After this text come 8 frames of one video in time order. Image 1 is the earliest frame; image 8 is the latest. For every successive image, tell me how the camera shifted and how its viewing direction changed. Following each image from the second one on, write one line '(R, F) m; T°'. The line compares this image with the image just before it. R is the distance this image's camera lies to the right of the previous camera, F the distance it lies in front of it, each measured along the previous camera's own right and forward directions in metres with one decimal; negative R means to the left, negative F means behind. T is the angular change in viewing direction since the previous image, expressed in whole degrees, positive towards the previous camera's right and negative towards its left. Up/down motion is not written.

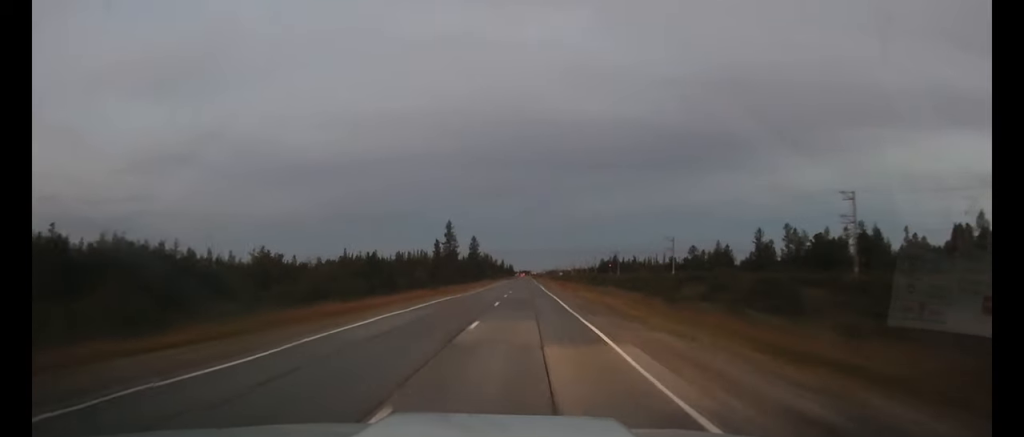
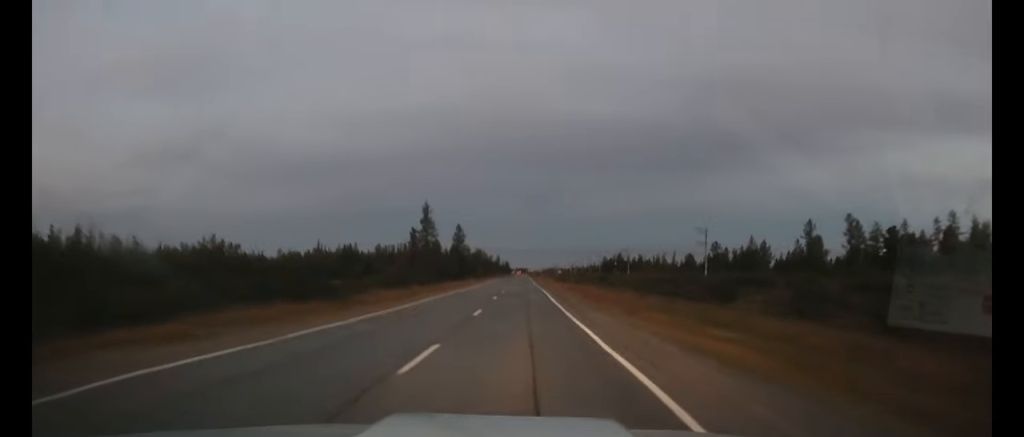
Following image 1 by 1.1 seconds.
(0.0, +30.7) m; 0°
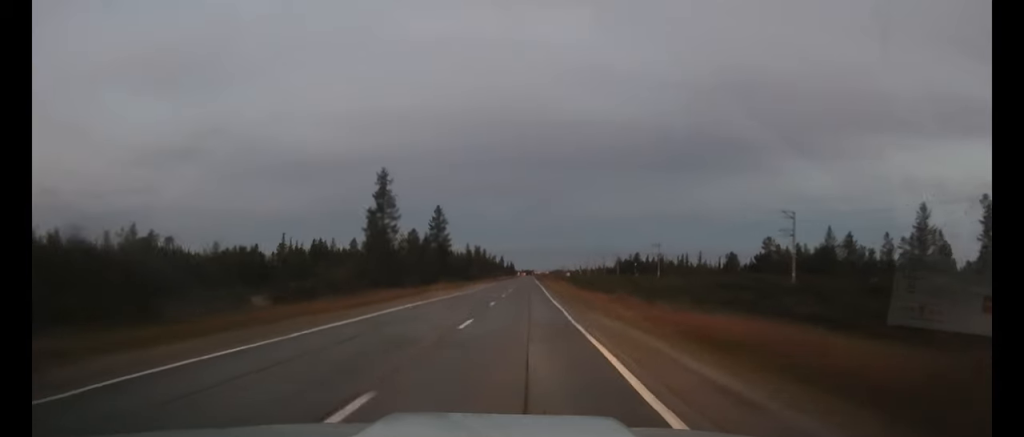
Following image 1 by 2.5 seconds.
(0.0, +40.5) m; 0°
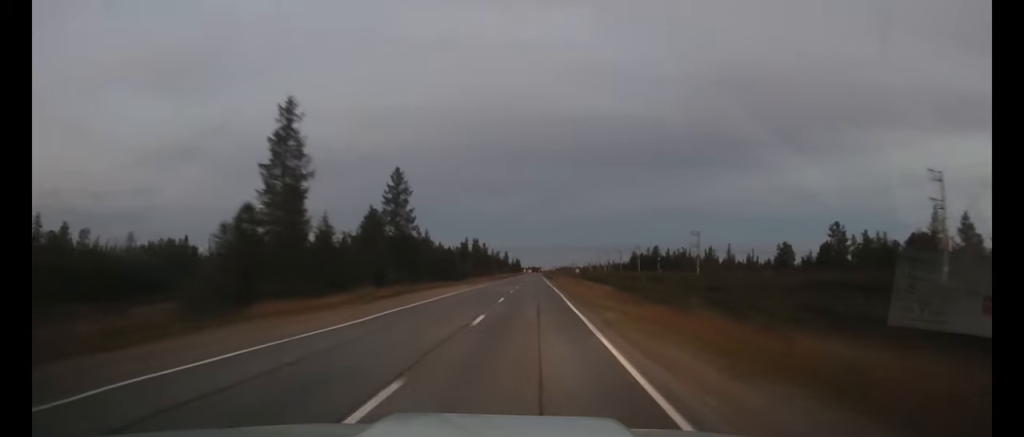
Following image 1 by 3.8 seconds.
(0.0, +35.0) m; 0°
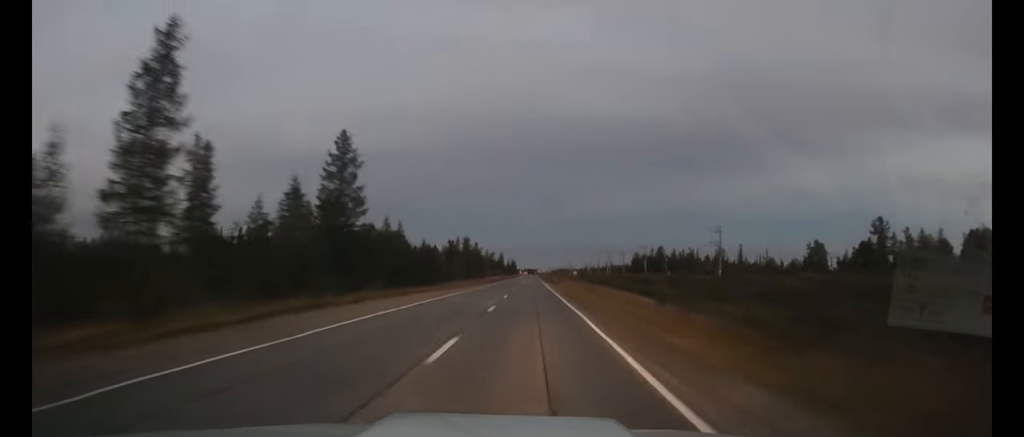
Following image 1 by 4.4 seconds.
(0.0, +19.0) m; 0°
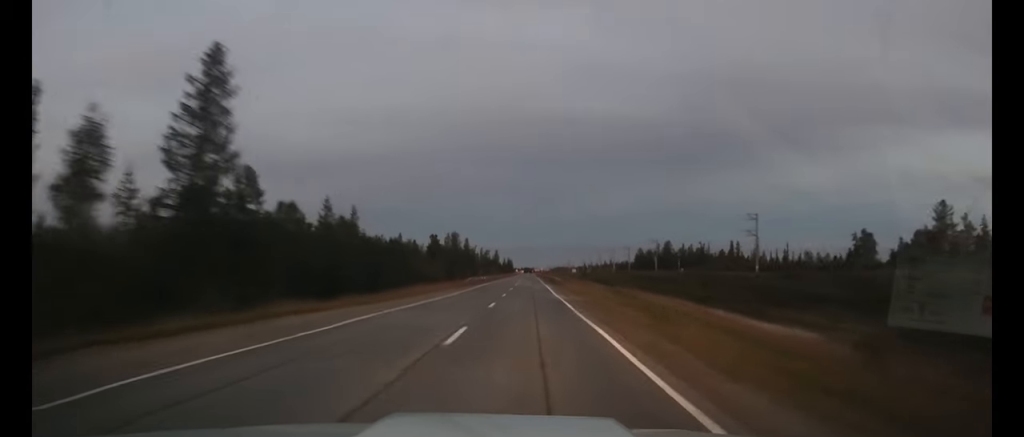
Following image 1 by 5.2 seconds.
(-0.1, +21.7) m; 0°
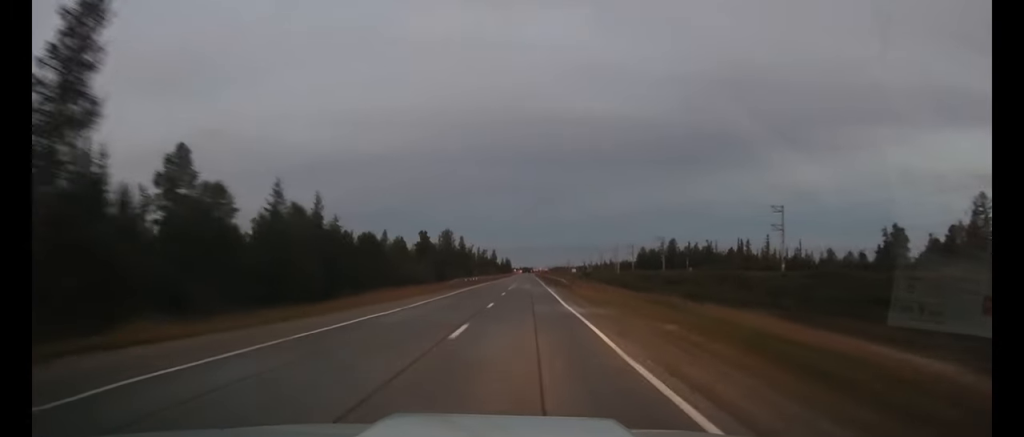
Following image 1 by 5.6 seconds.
(0.0, +11.3) m; 0°
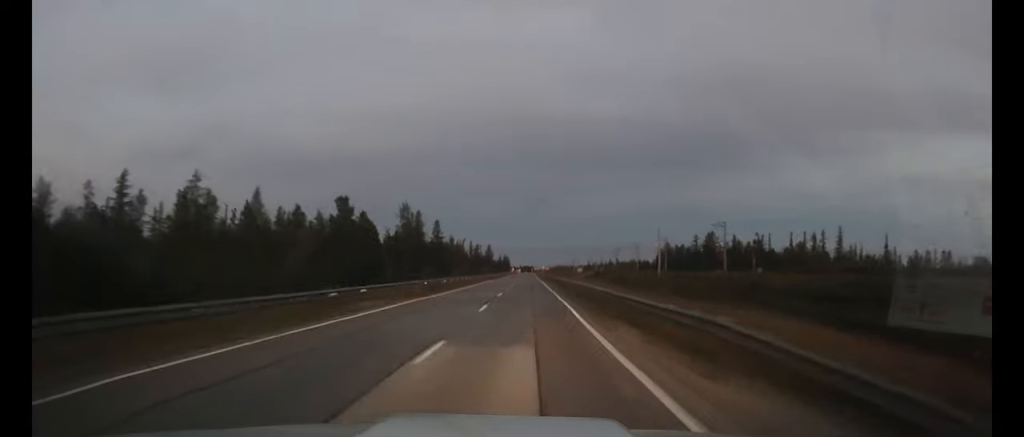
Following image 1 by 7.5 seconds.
(+0.1, +53.0) m; 0°
